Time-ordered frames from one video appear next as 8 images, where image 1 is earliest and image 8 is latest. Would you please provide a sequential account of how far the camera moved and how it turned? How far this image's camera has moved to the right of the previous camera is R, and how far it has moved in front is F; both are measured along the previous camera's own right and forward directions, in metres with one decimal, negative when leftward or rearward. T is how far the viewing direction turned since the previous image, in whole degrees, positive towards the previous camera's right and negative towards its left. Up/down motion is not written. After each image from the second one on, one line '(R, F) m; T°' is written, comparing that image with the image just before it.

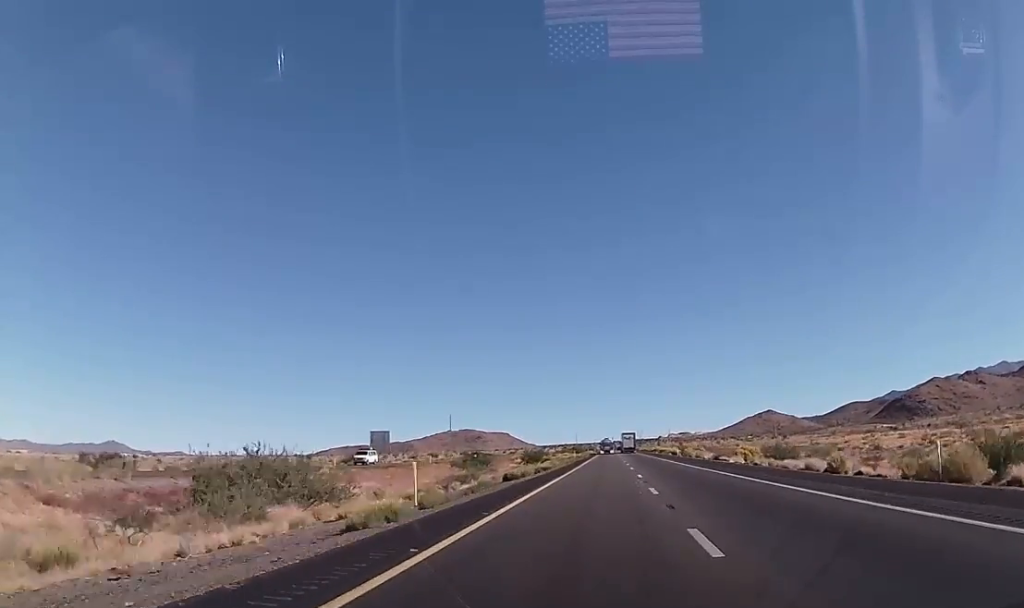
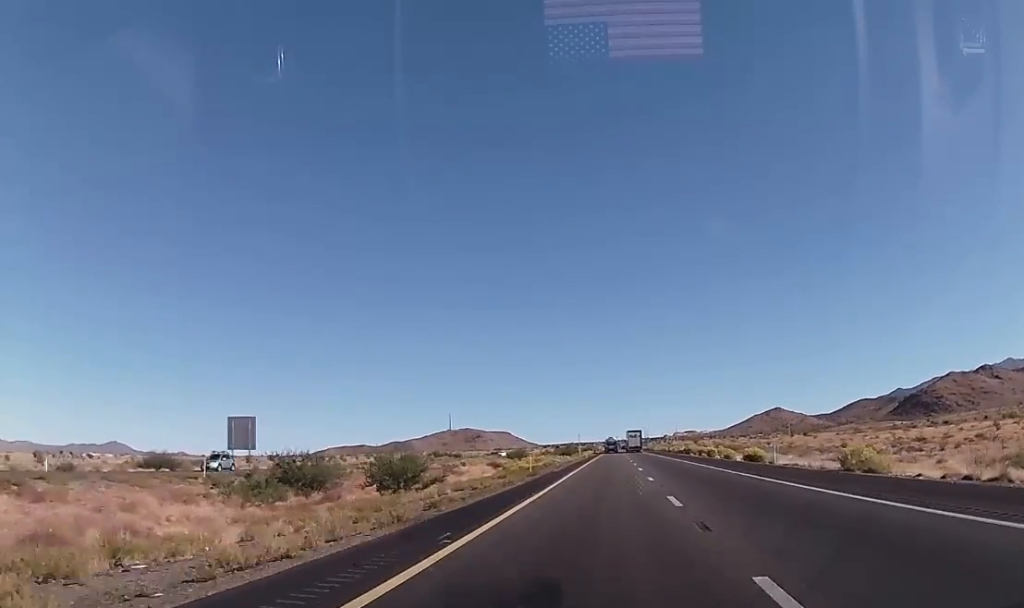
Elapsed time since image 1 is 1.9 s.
(+0.3, +65.2) m; 0°
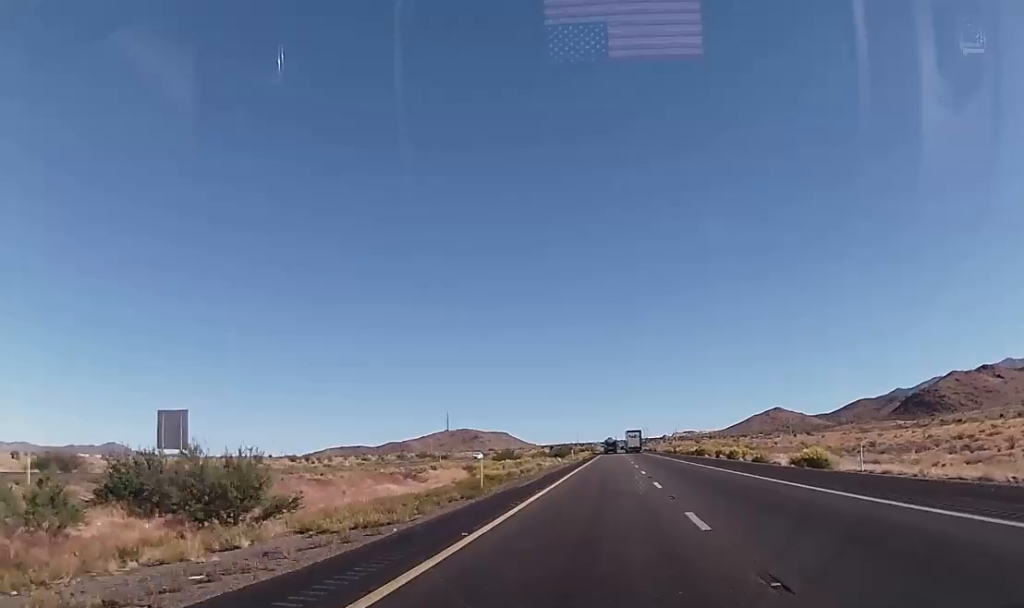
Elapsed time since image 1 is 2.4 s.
(+0.2, +17.0) m; -1°
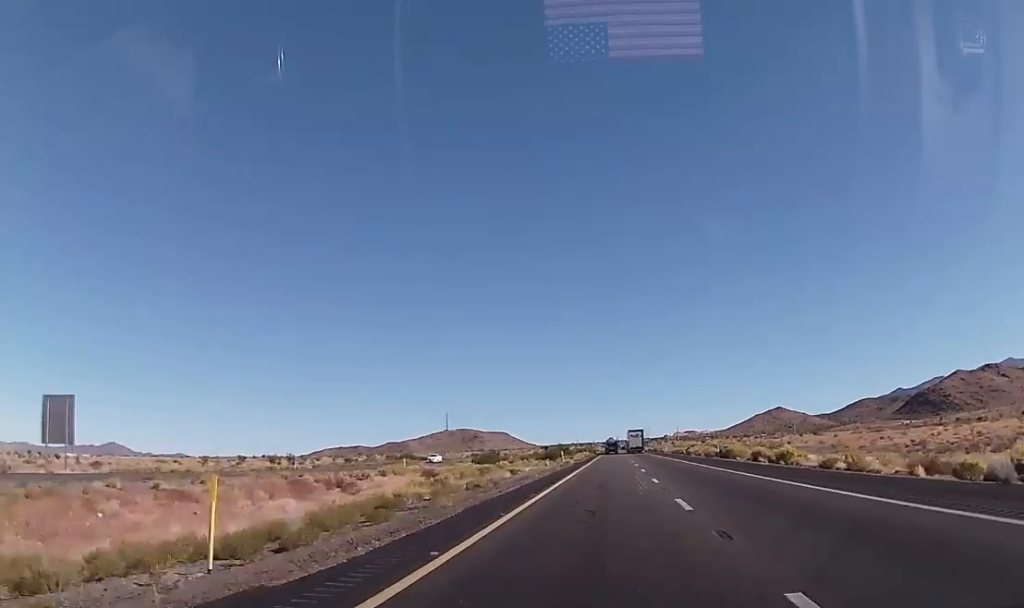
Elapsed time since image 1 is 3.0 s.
(-0.4, +20.6) m; 0°
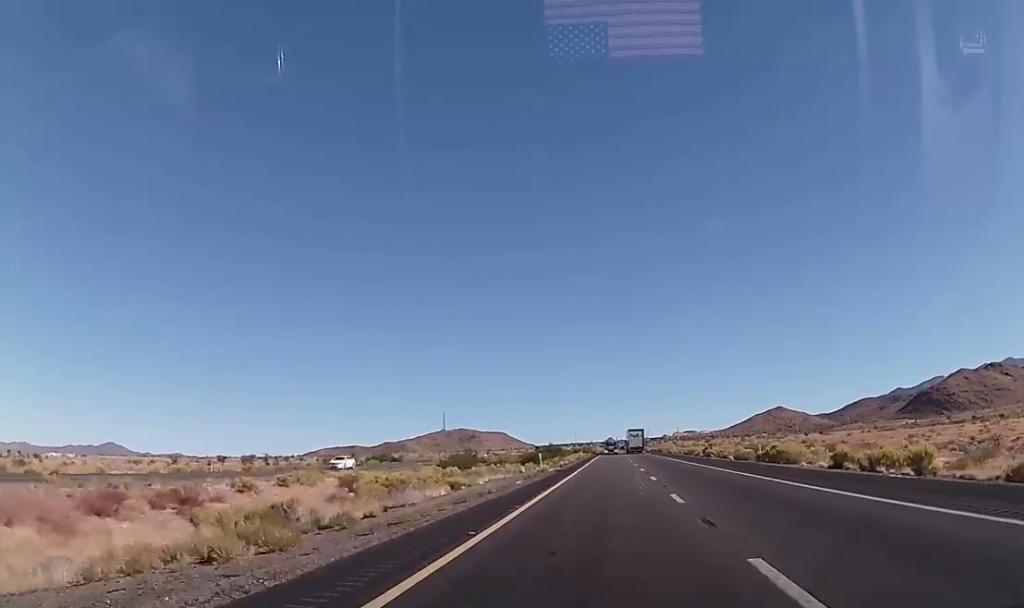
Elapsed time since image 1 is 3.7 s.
(-0.2, +21.9) m; 0°
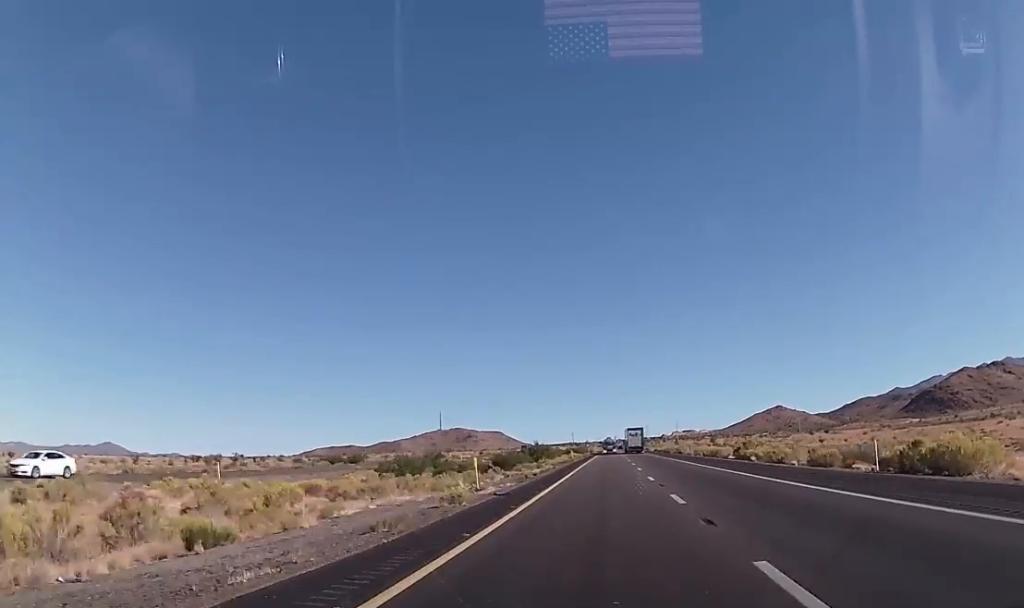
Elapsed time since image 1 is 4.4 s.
(+0.3, +24.2) m; +1°
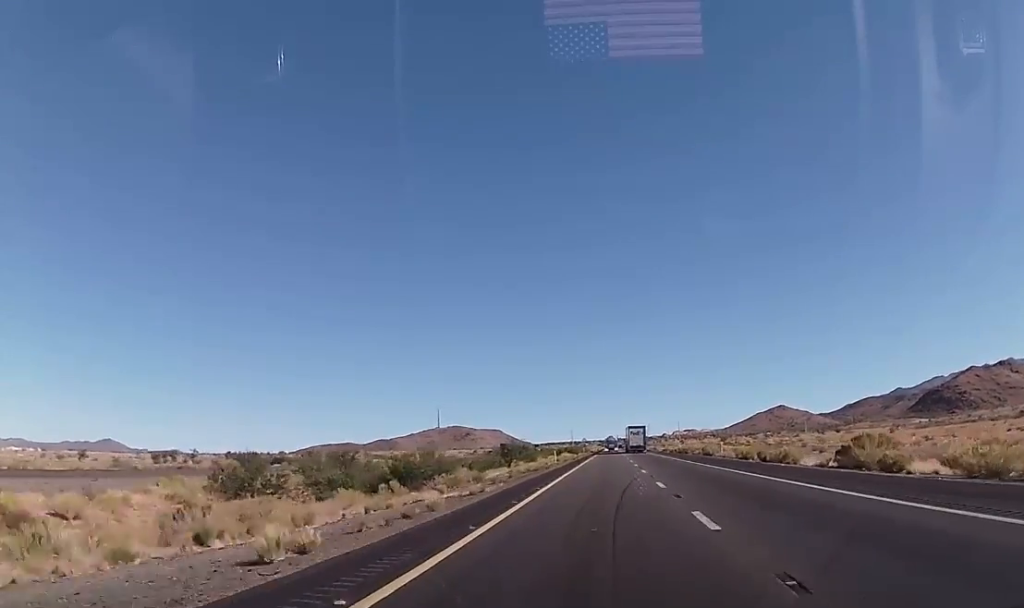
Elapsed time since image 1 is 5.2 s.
(+0.1, +30.2) m; 0°
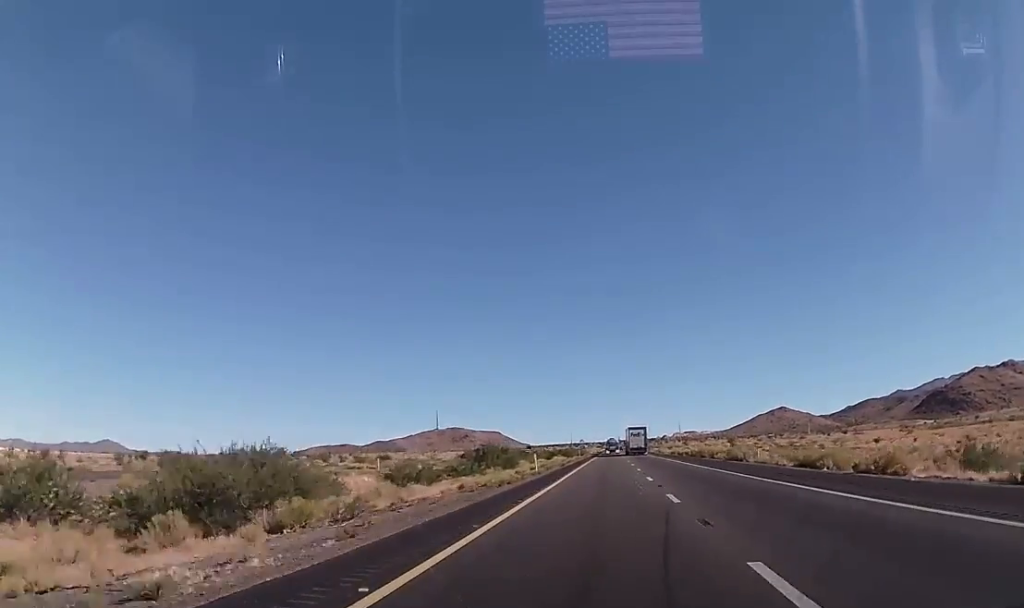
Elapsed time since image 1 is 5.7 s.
(0.0, +17.6) m; 0°
